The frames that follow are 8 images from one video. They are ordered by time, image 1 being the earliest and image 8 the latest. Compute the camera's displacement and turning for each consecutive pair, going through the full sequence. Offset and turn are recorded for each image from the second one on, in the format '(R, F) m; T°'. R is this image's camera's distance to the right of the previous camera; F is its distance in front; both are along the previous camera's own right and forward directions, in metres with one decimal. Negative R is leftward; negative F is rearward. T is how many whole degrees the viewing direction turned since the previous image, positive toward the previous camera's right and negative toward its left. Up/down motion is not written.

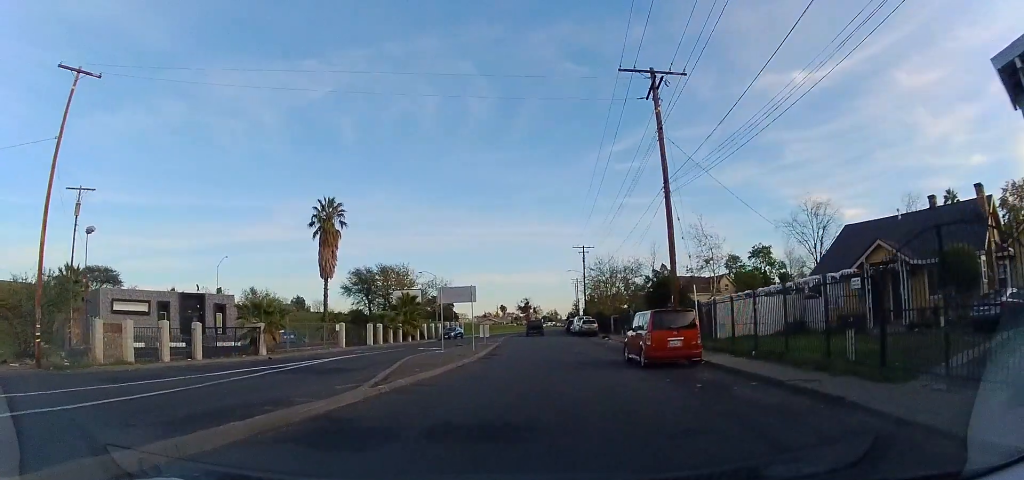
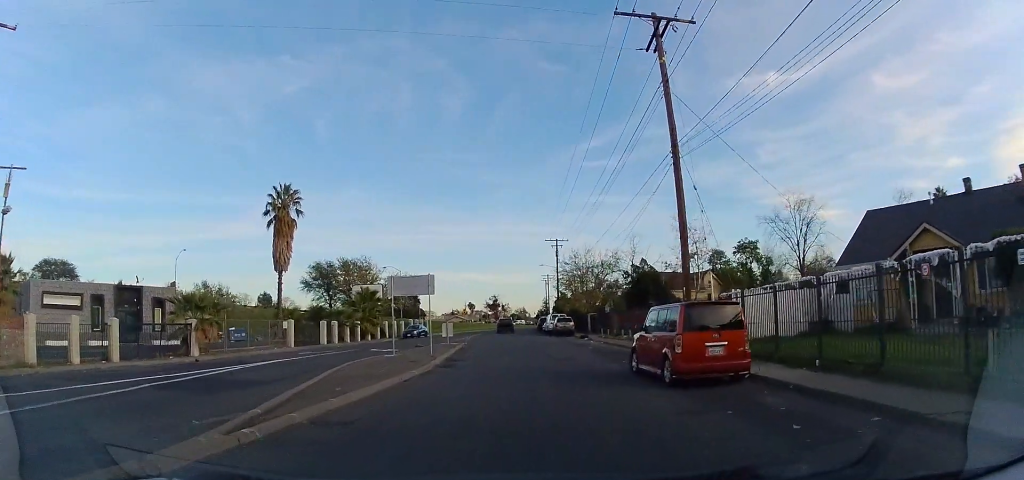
(+0.3, +4.5) m; +3°
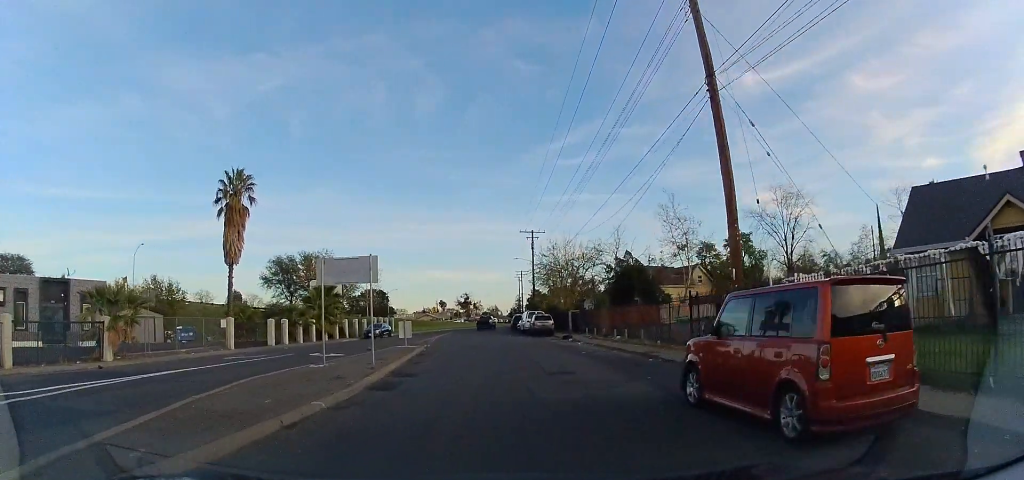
(0.0, +5.5) m; 0°
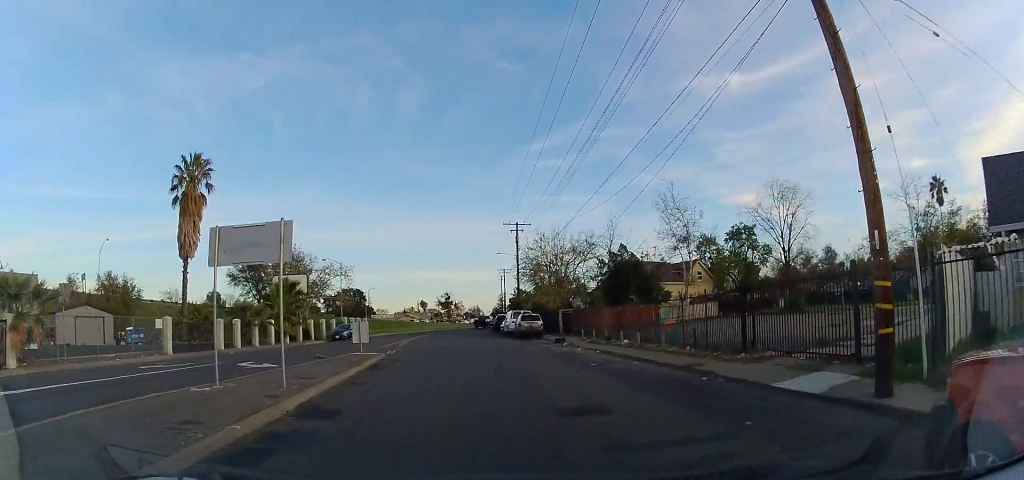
(0.0, +5.5) m; +4°
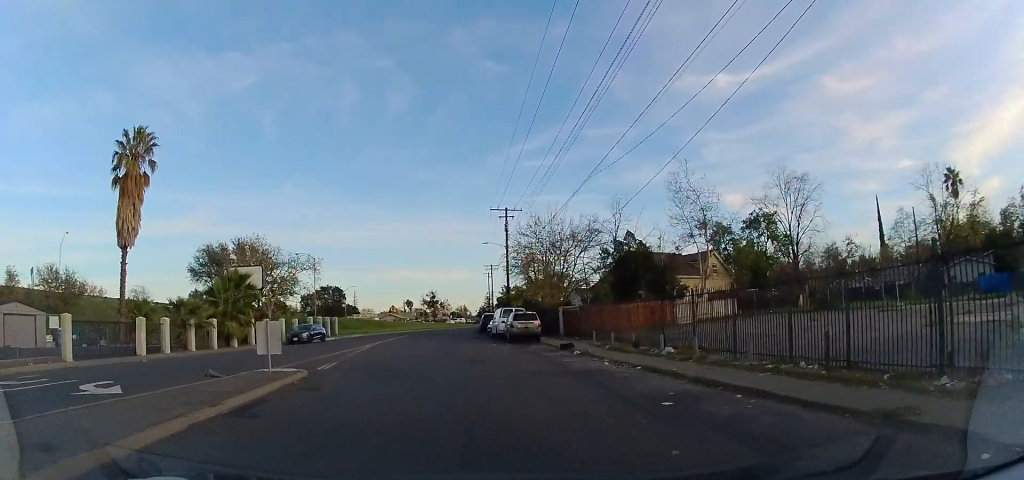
(+0.4, +7.4) m; +1°
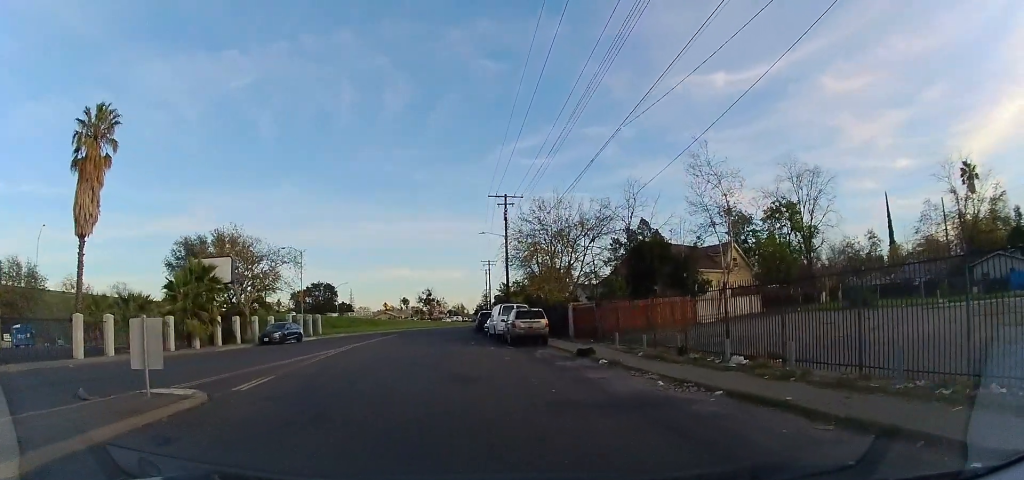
(-0.4, +5.0) m; +2°
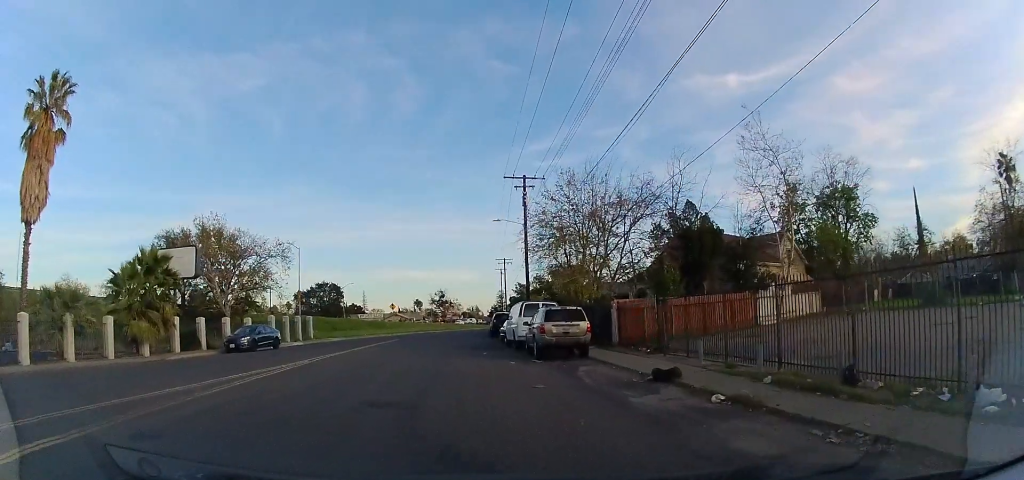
(+0.4, +7.3) m; -1°
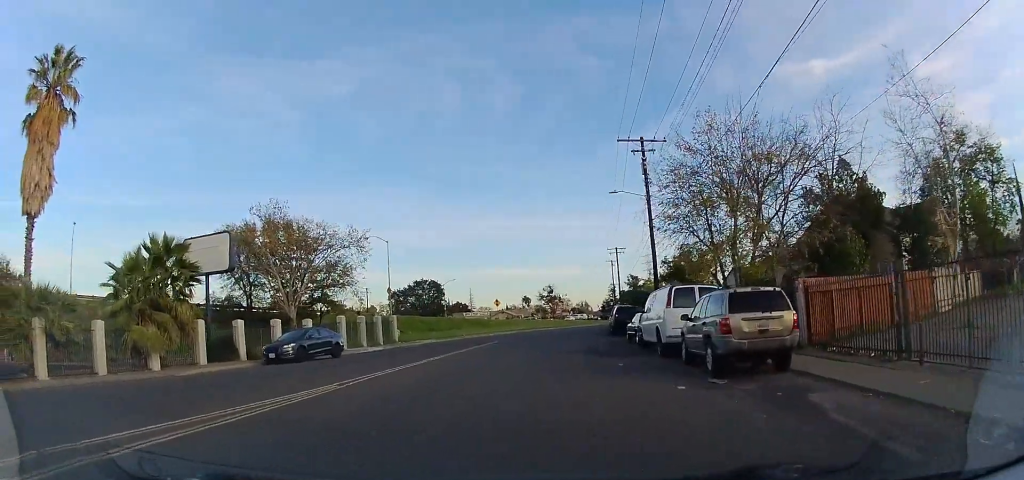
(-0.2, +8.3) m; -14°
